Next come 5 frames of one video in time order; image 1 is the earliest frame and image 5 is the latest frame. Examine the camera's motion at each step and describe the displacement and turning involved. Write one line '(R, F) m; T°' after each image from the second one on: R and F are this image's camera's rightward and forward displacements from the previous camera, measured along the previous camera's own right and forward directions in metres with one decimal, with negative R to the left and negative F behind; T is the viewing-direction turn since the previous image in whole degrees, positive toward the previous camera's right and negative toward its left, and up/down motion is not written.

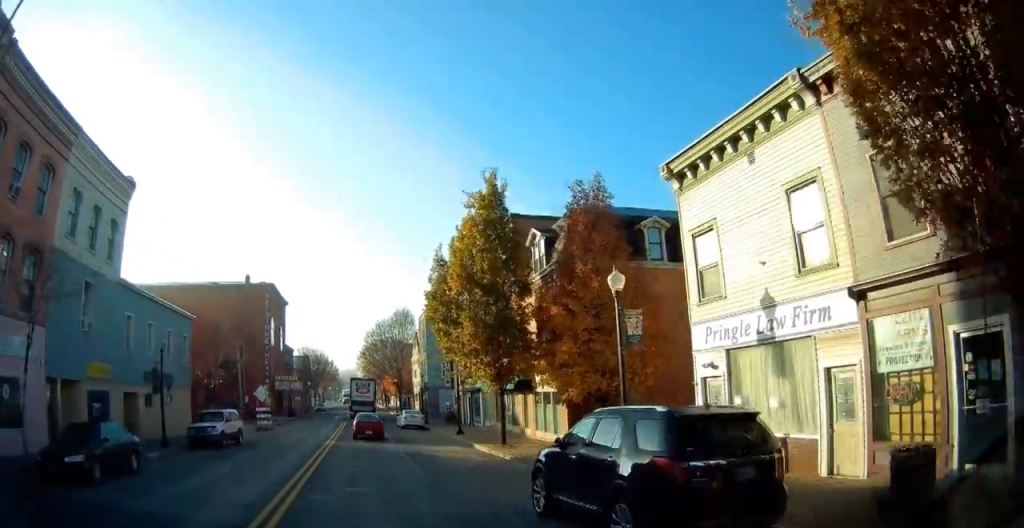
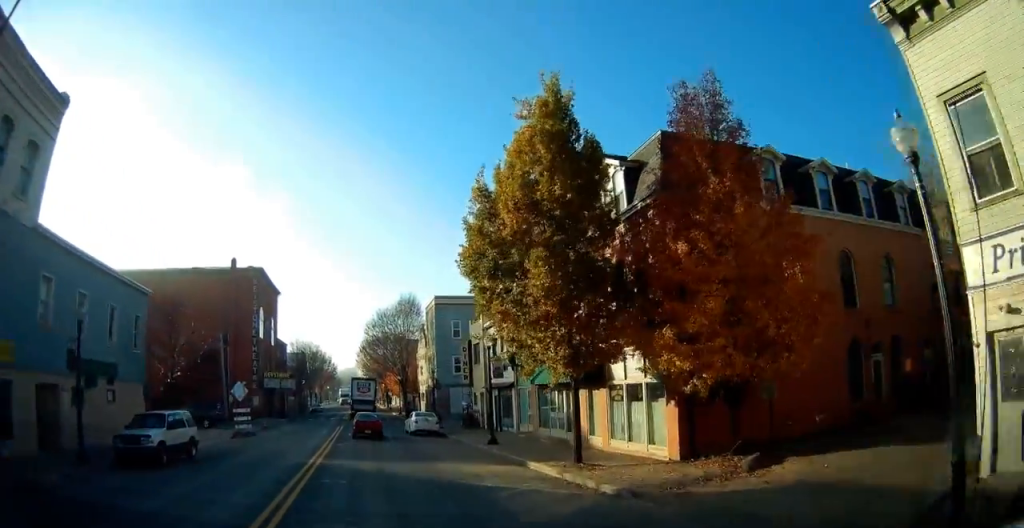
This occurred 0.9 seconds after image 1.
(+0.2, +8.3) m; +1°
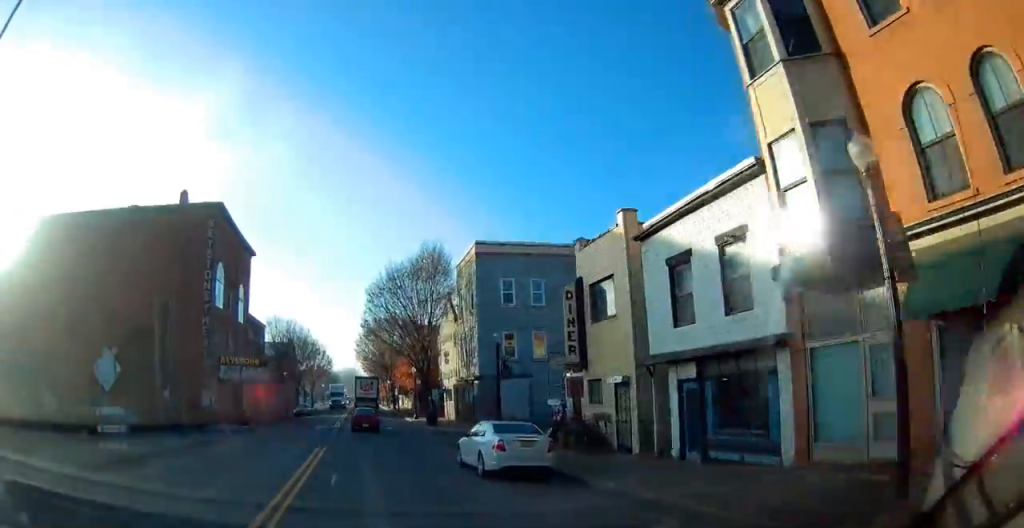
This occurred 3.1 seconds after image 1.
(0.0, +20.9) m; -1°
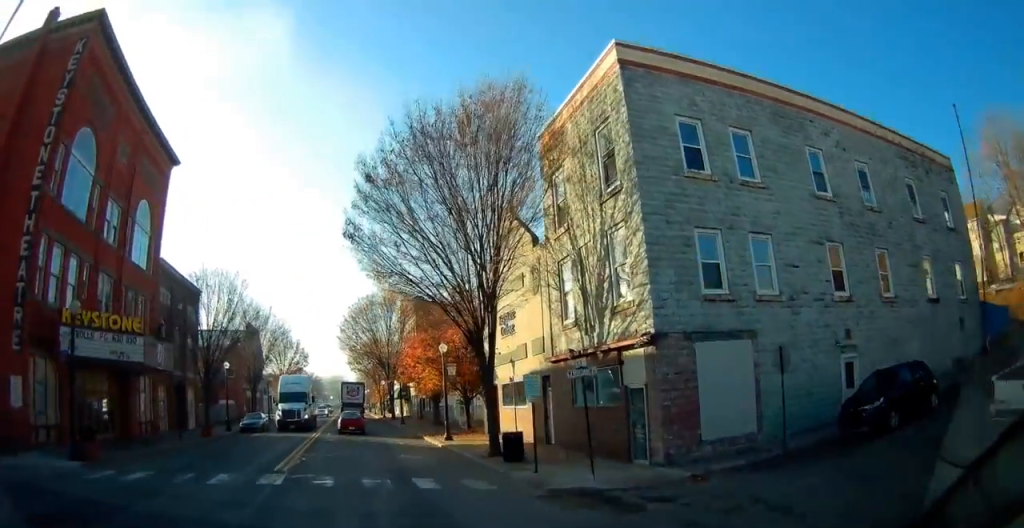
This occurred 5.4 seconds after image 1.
(-0.2, +24.1) m; +2°
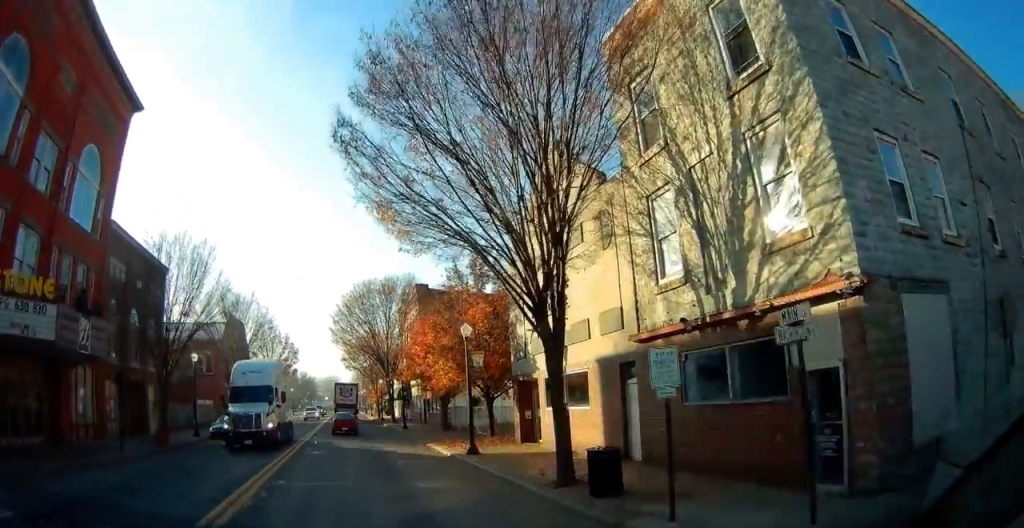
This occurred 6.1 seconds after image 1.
(+0.1, +7.4) m; +1°
